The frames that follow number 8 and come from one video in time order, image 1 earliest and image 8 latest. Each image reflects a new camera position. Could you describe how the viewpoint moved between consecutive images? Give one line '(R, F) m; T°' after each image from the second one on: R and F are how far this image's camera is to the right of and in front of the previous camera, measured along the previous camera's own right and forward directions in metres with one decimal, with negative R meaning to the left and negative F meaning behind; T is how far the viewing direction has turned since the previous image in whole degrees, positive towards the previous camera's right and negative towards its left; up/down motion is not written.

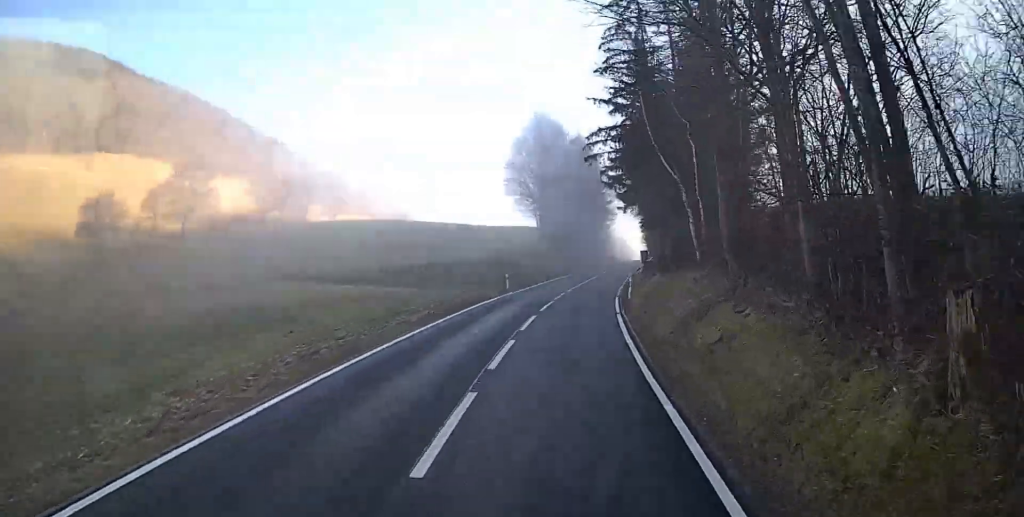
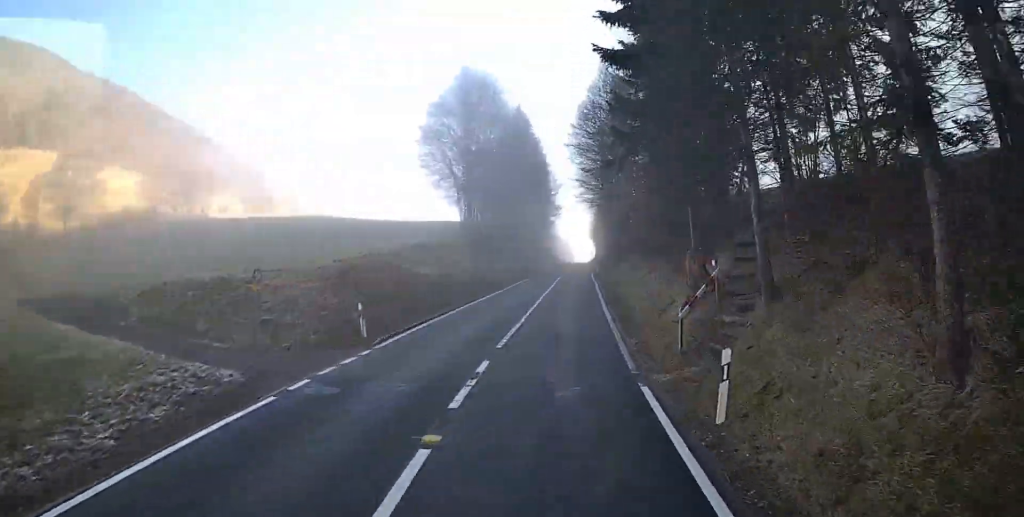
(+0.9, +20.4) m; +3°
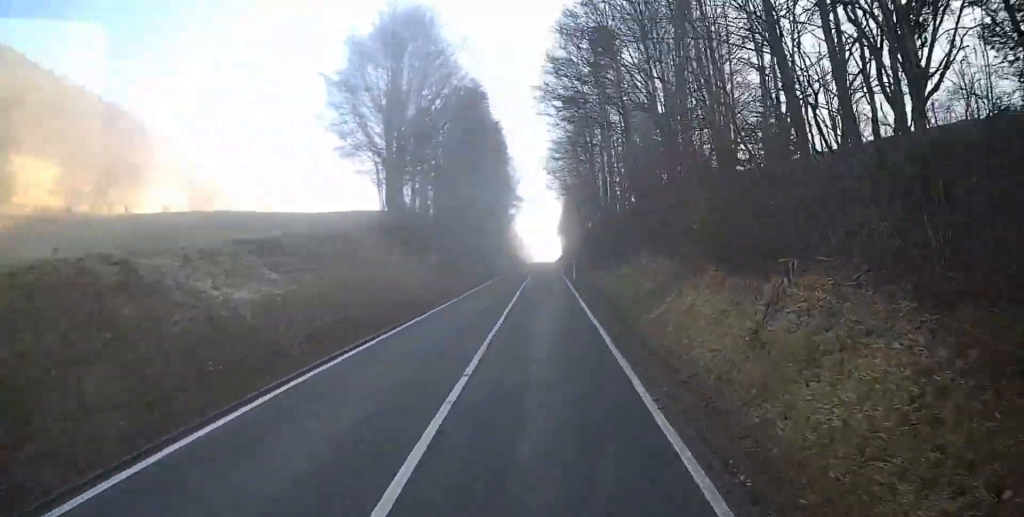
(0.0, +15.8) m; +1°
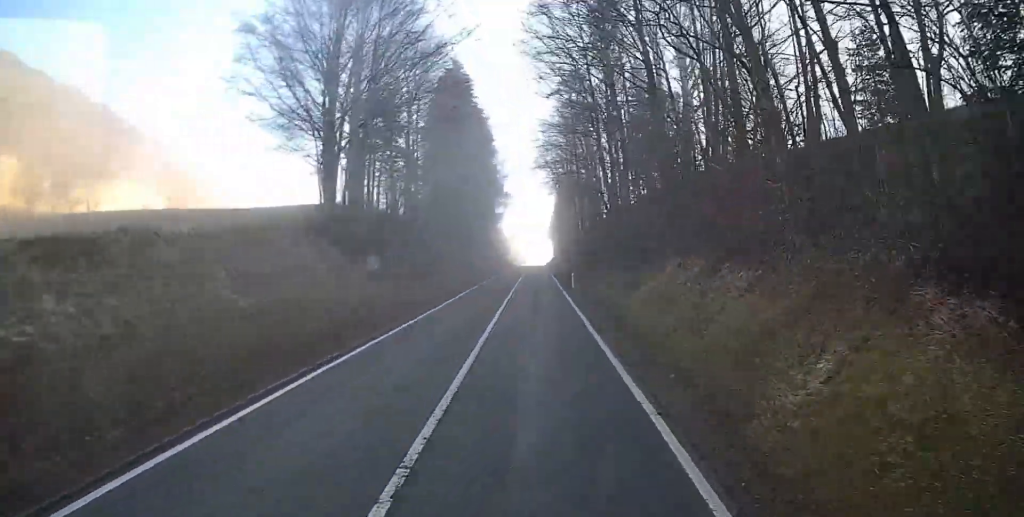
(-0.1, +8.8) m; +3°
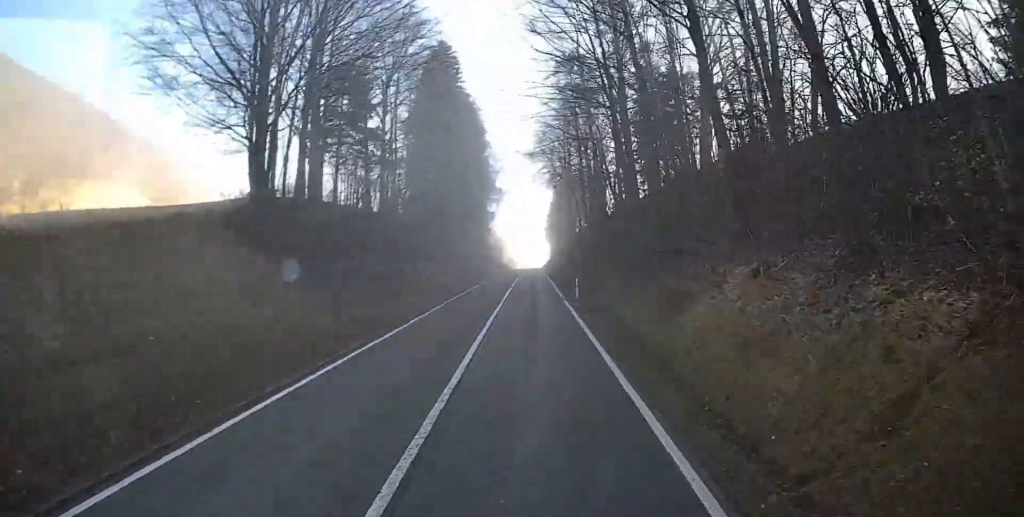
(+0.2, +6.6) m; +2°
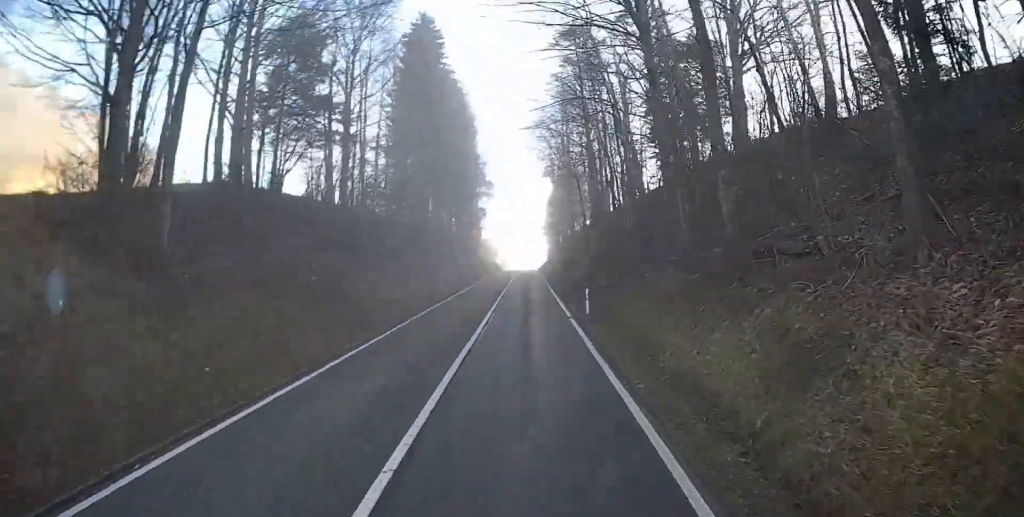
(+0.4, +7.6) m; +2°
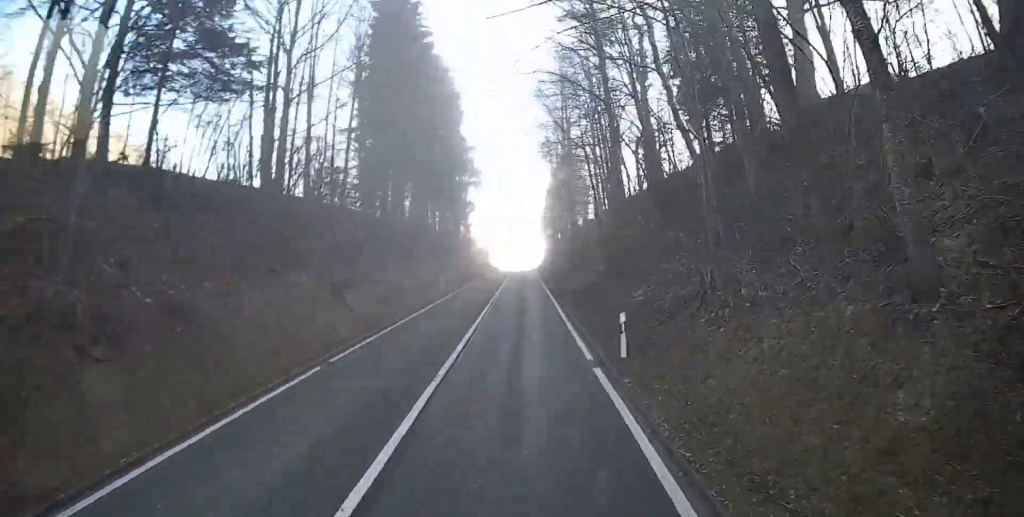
(+0.1, +9.2) m; +1°
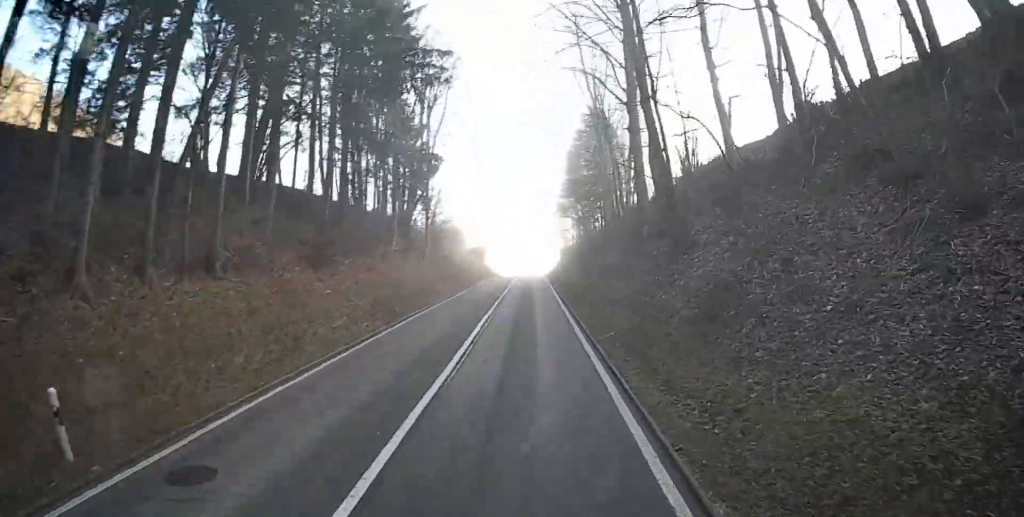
(+0.2, +32.9) m; 0°
